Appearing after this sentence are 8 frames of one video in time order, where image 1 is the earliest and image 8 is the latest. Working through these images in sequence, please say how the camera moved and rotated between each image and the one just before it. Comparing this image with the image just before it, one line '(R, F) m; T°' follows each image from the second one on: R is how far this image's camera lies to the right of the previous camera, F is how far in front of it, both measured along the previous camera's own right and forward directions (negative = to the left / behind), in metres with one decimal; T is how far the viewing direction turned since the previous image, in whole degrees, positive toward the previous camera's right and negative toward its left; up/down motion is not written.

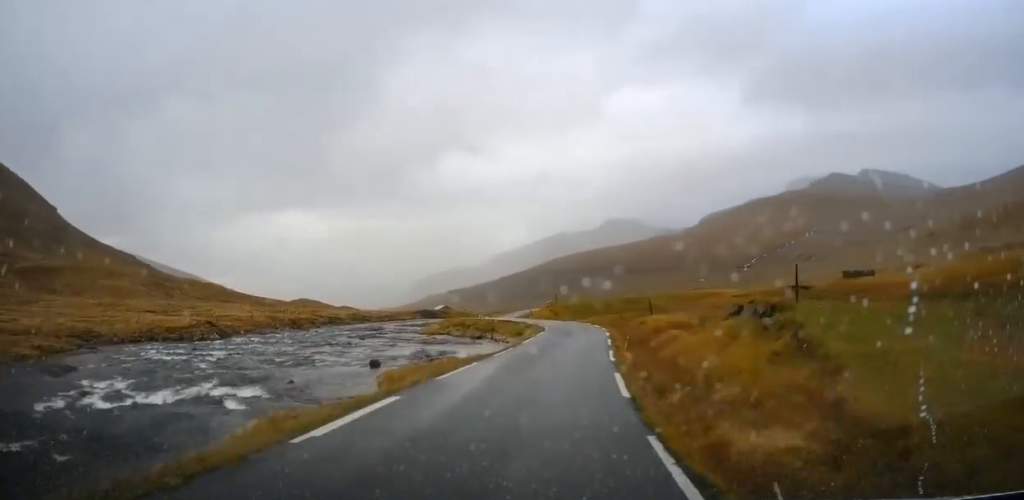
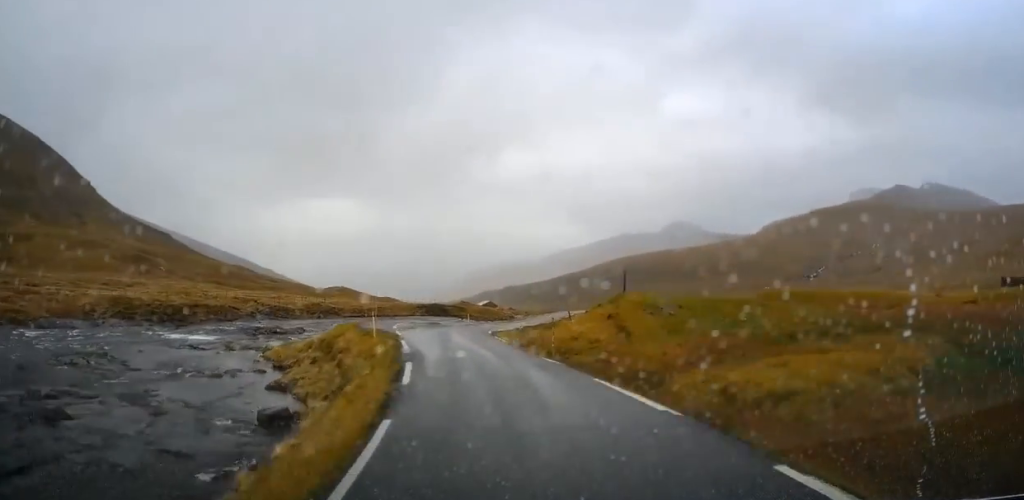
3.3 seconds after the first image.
(+5.4, +44.9) m; +3°
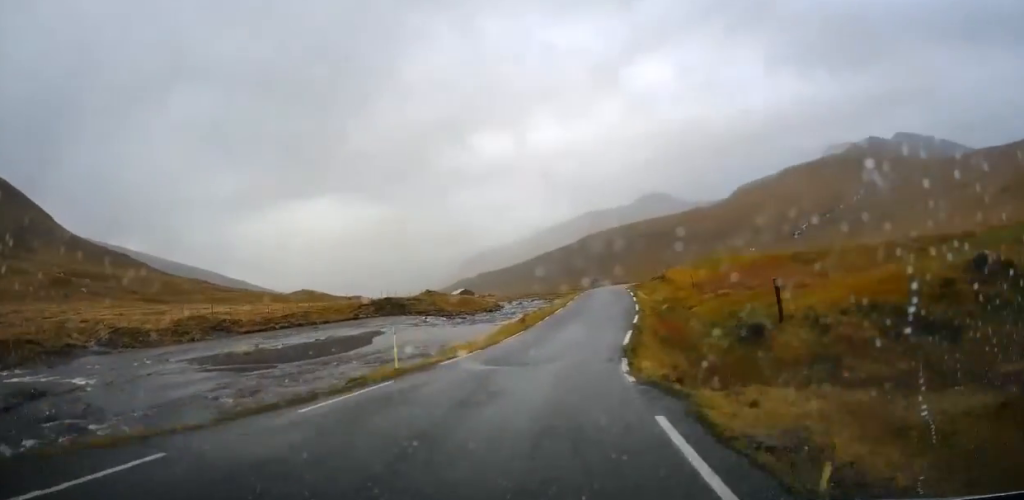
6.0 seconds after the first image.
(-4.3, +37.4) m; -4°
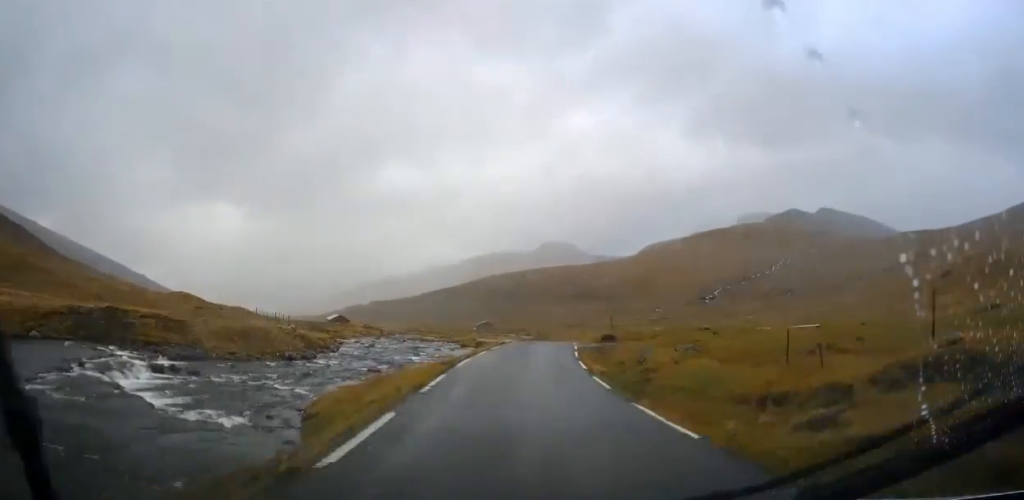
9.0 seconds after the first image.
(+4.0, +42.2) m; +11°
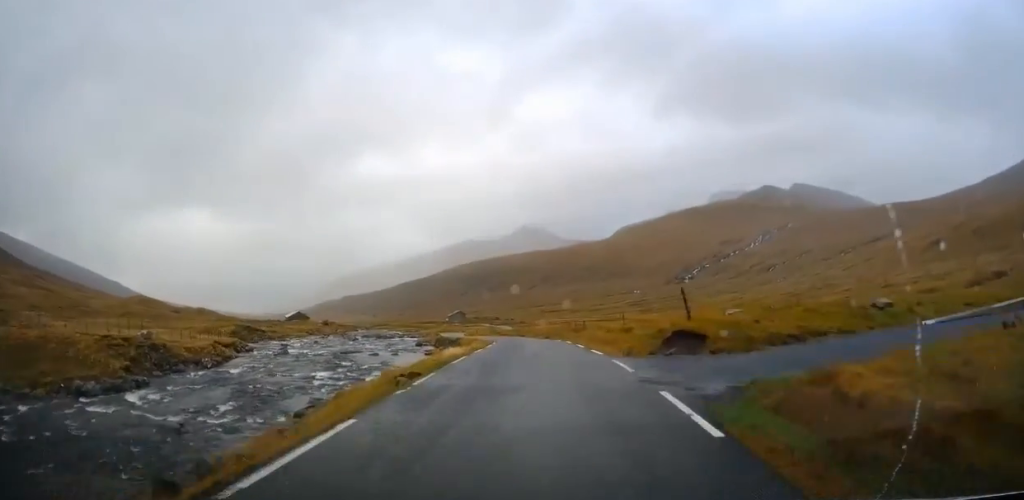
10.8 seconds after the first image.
(+0.9, +25.5) m; +2°
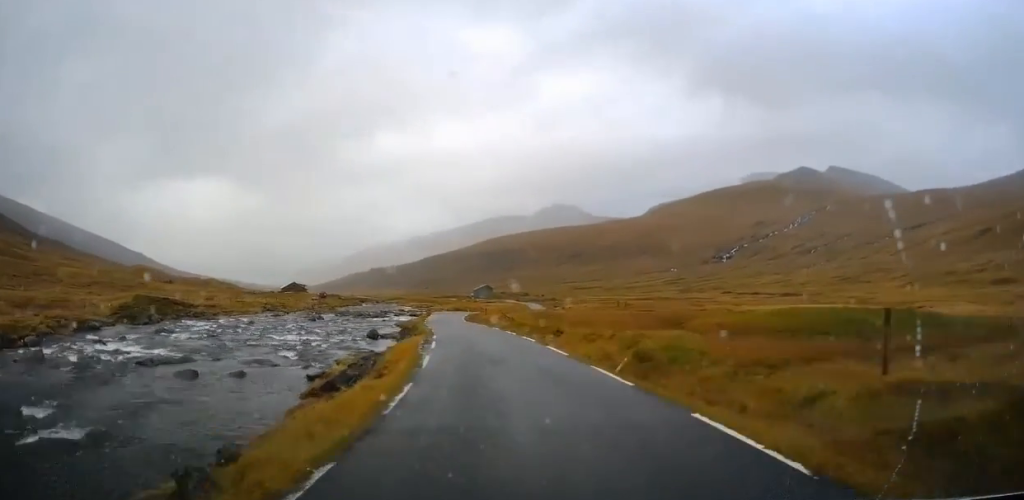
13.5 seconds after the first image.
(+0.2, +38.7) m; -2°
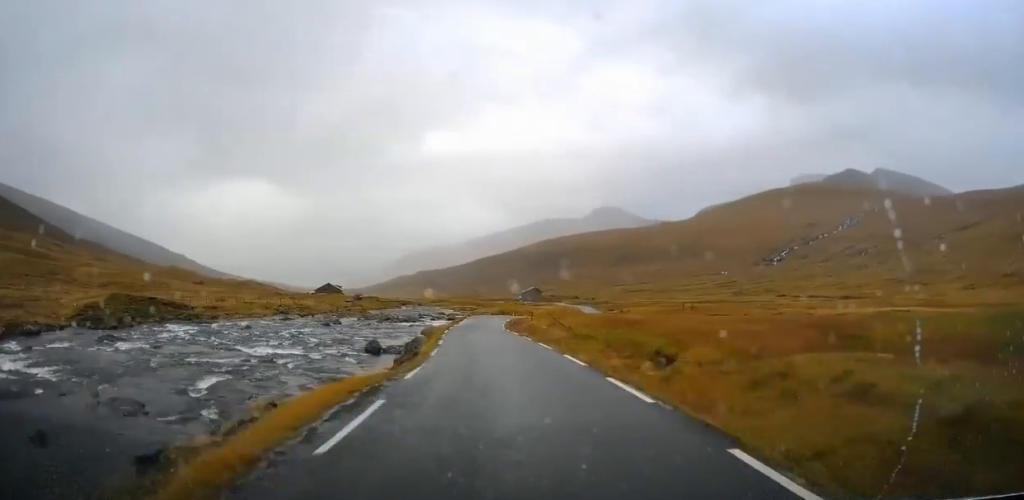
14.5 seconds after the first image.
(-0.5, +14.3) m; -3°
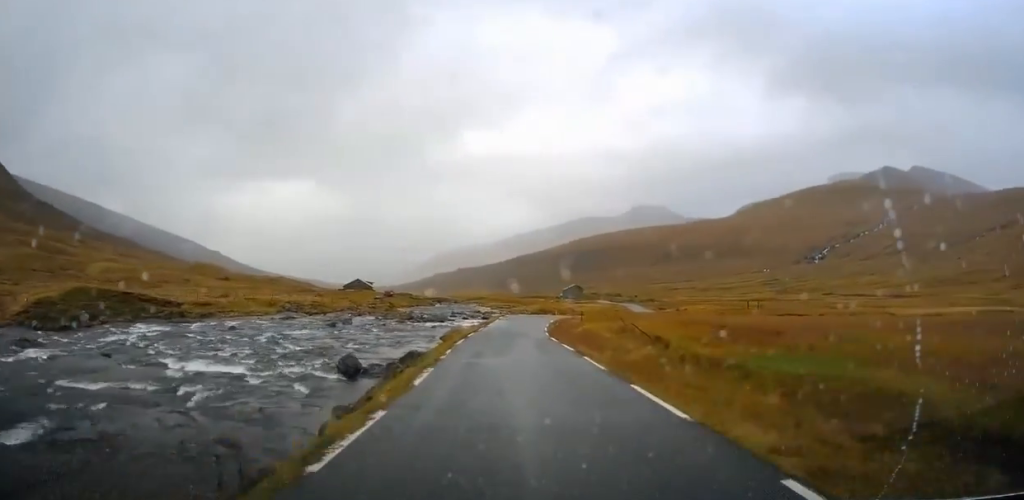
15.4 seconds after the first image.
(+0.2, +12.4) m; -3°
